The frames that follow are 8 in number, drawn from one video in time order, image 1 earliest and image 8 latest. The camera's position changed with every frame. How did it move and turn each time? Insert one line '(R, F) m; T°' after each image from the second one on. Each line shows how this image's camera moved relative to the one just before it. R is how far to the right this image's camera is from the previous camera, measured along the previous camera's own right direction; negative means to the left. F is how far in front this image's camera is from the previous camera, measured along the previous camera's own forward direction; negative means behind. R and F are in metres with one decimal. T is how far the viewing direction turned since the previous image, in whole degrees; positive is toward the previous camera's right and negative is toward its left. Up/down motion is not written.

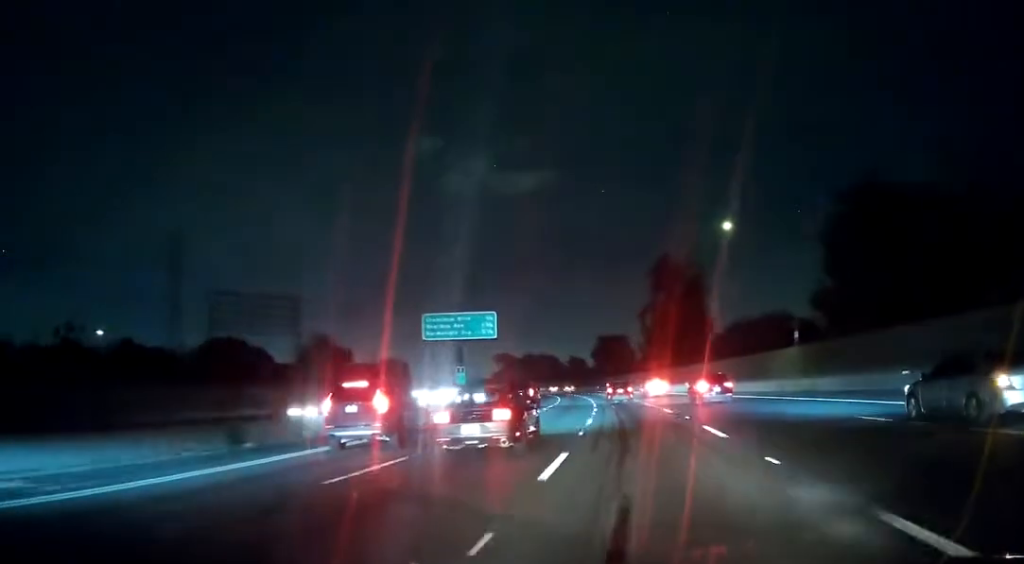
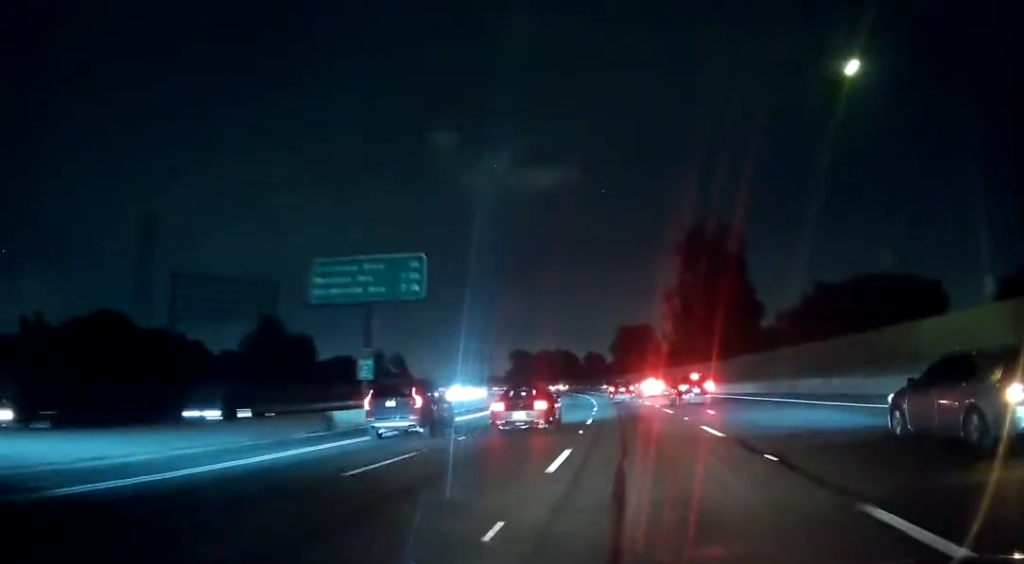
(-0.4, +28.2) m; -2°
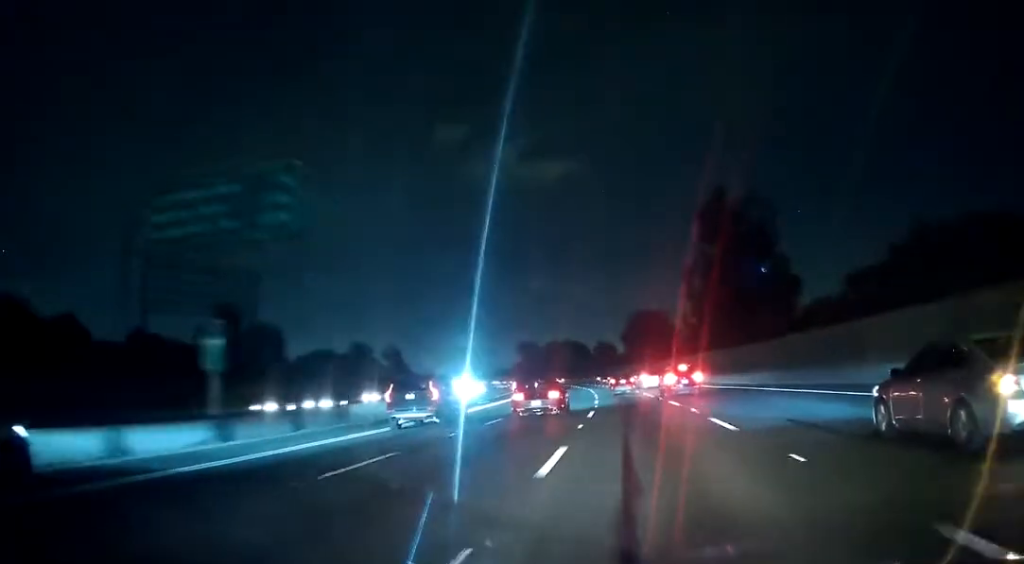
(0.0, +16.2) m; -1°
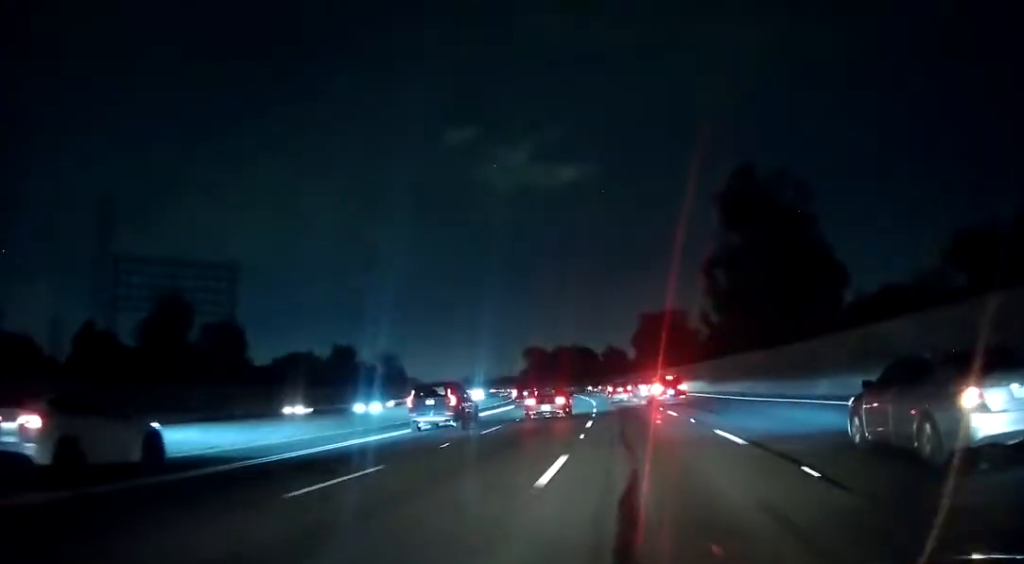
(-0.2, +14.8) m; -1°
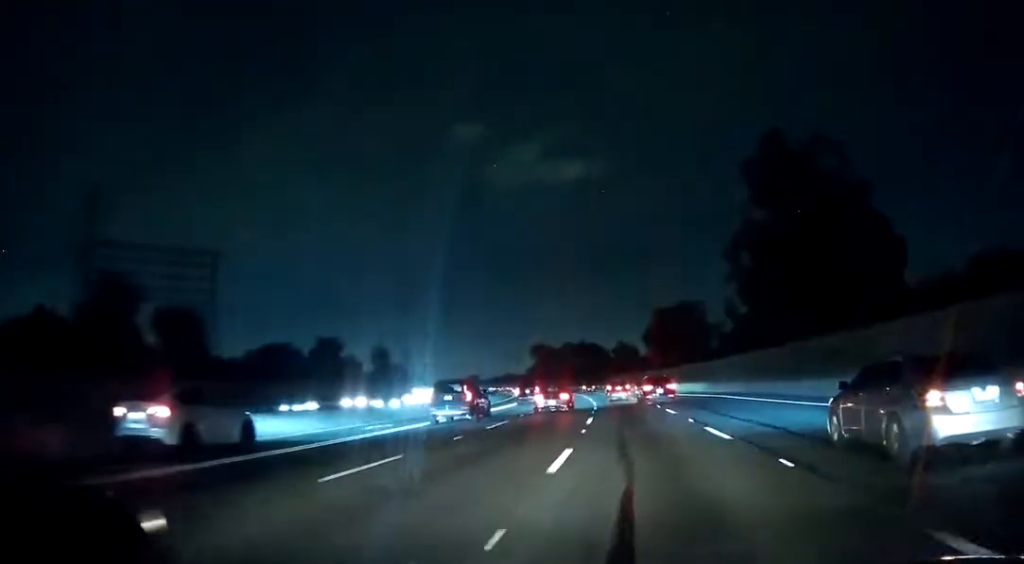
(-0.1, +13.8) m; -1°
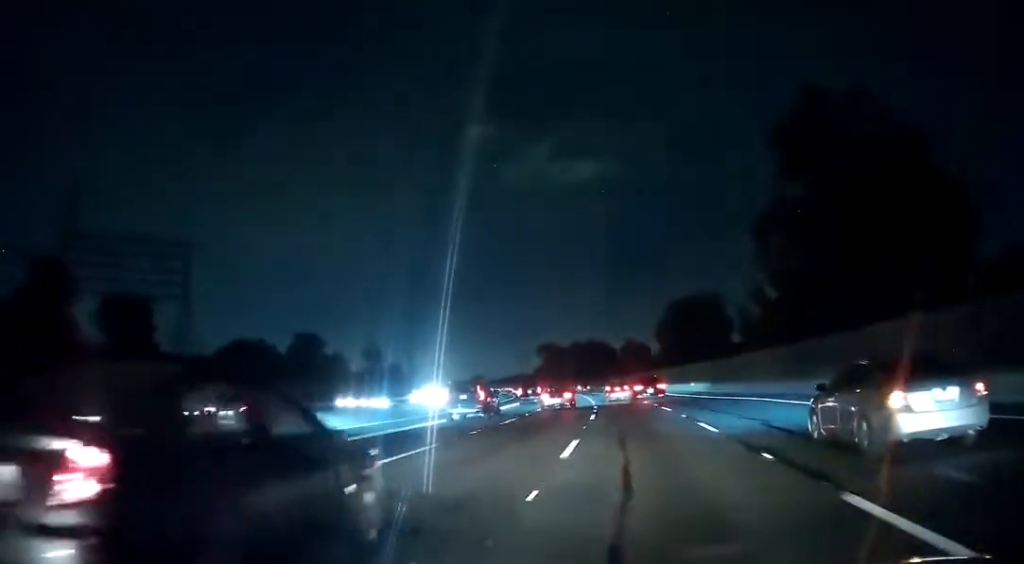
(+0.1, +12.0) m; -1°
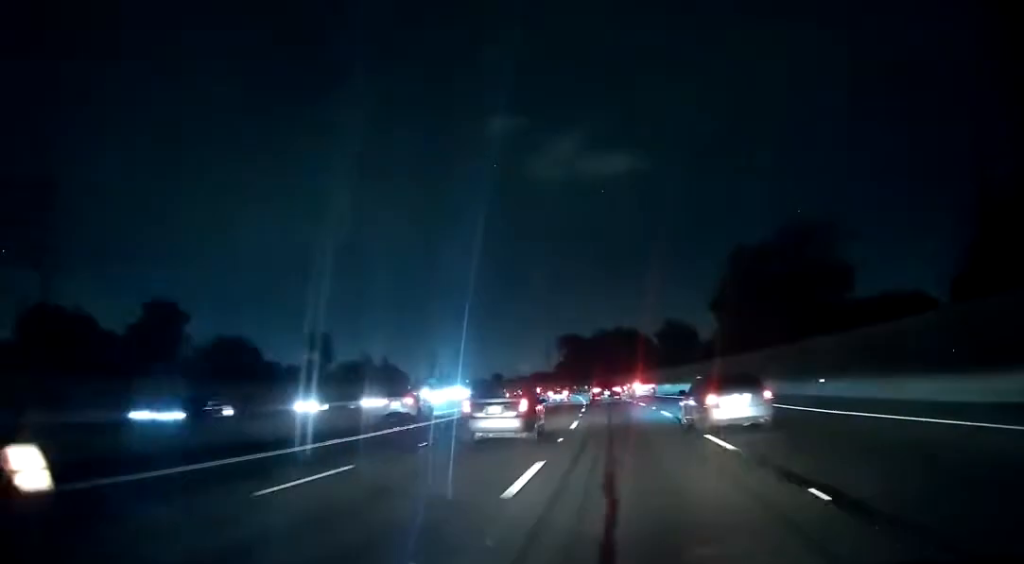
(-1.7, +47.9) m; -4°
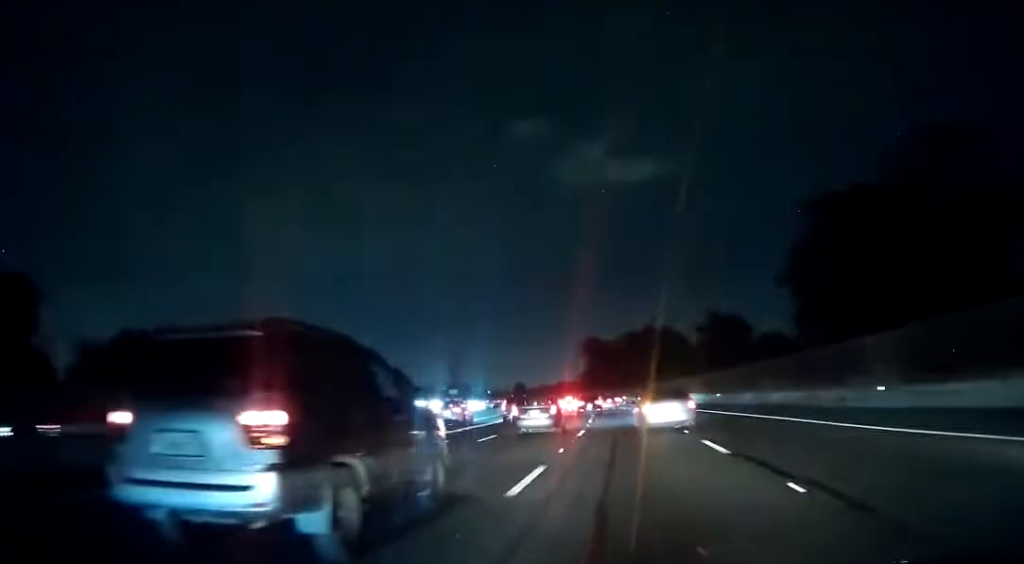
(-0.6, +28.0) m; -2°
